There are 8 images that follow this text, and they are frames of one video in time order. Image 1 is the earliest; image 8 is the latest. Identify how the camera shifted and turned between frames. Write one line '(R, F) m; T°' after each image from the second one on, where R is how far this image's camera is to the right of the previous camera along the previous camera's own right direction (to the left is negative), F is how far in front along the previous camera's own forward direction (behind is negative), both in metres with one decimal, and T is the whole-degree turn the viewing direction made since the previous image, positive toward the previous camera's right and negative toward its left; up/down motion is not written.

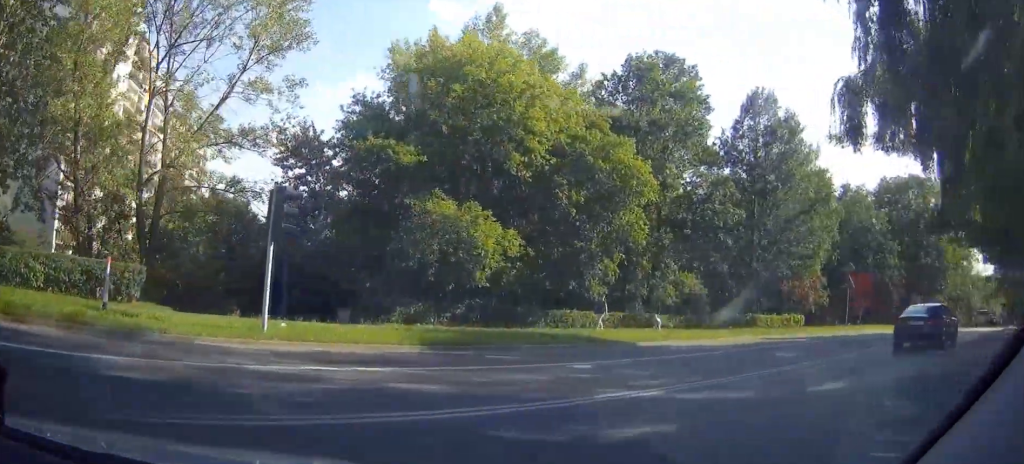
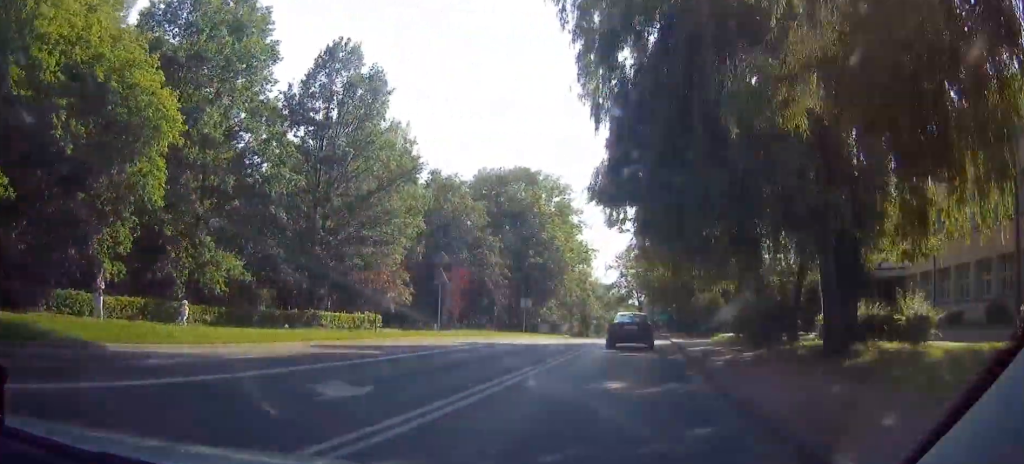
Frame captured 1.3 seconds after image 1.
(+4.2, +7.9) m; +41°
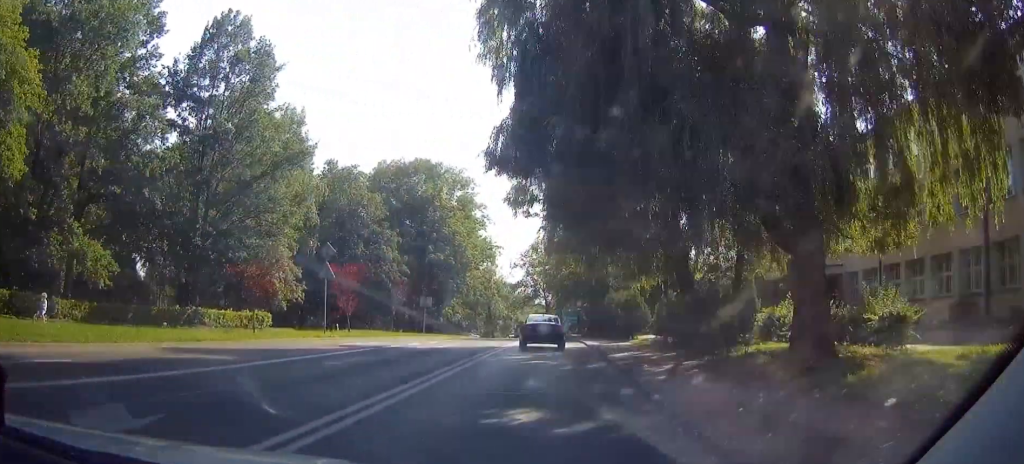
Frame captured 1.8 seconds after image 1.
(+0.6, +3.7) m; +8°
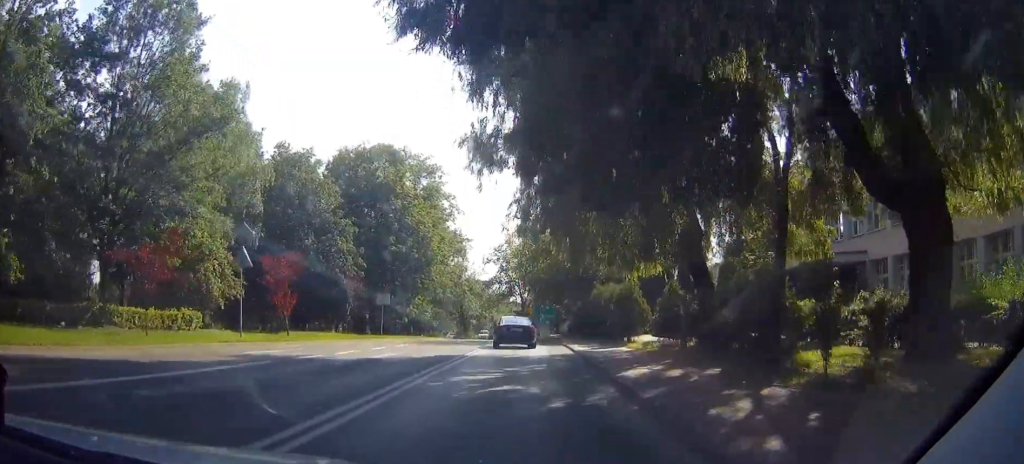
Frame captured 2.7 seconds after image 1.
(+0.1, +6.8) m; +2°
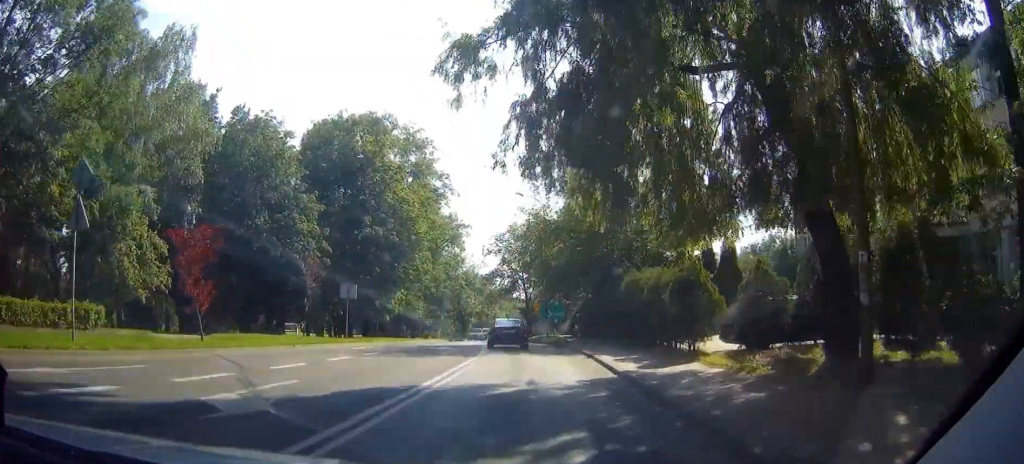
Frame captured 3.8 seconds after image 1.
(+0.1, +10.3) m; +1°
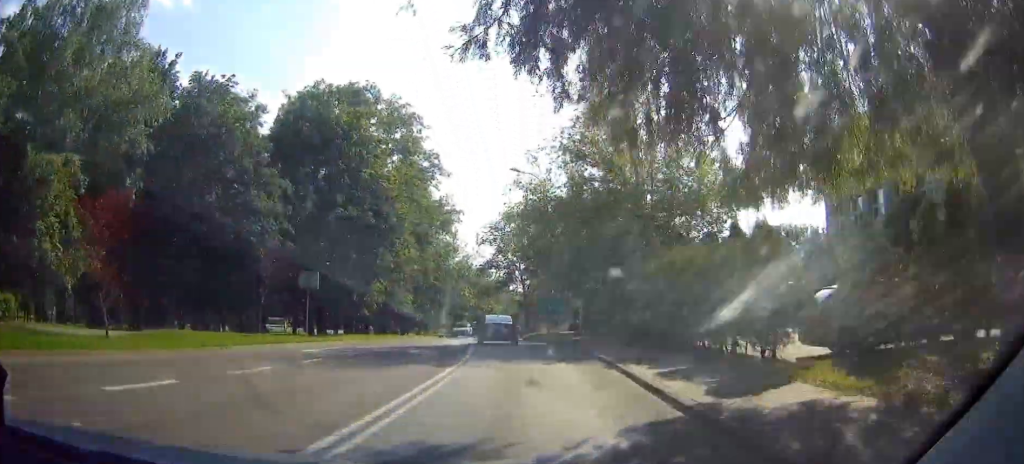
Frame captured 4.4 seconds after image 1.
(0.0, +6.4) m; 0°
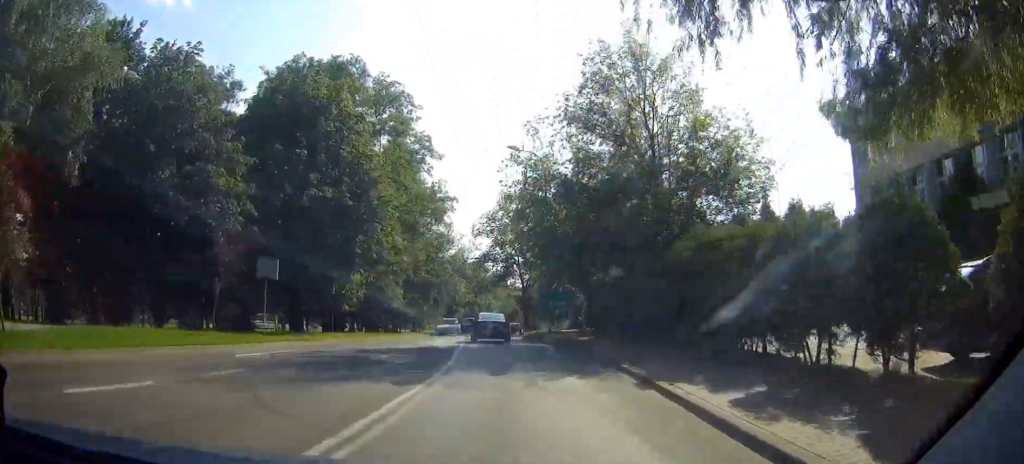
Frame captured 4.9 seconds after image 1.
(0.0, +4.8) m; 0°
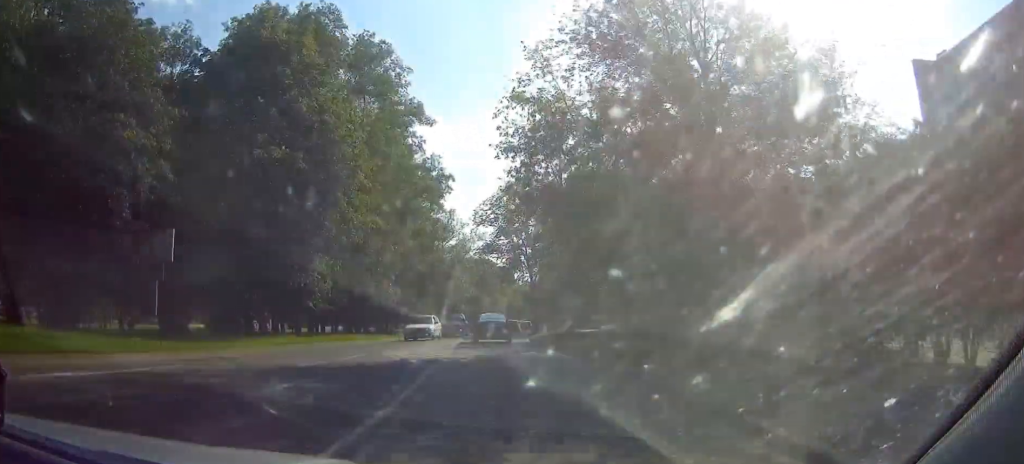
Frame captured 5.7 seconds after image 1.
(0.0, +8.3) m; -1°
